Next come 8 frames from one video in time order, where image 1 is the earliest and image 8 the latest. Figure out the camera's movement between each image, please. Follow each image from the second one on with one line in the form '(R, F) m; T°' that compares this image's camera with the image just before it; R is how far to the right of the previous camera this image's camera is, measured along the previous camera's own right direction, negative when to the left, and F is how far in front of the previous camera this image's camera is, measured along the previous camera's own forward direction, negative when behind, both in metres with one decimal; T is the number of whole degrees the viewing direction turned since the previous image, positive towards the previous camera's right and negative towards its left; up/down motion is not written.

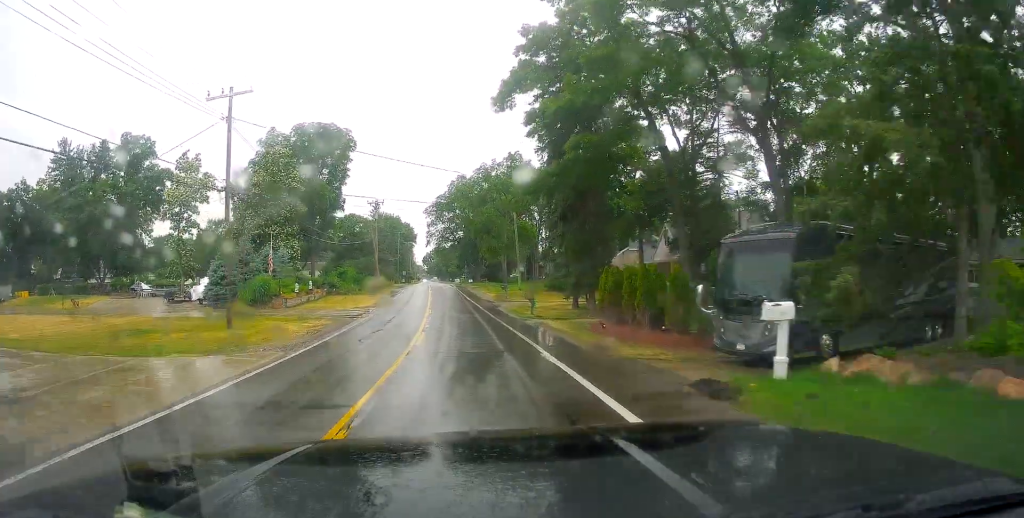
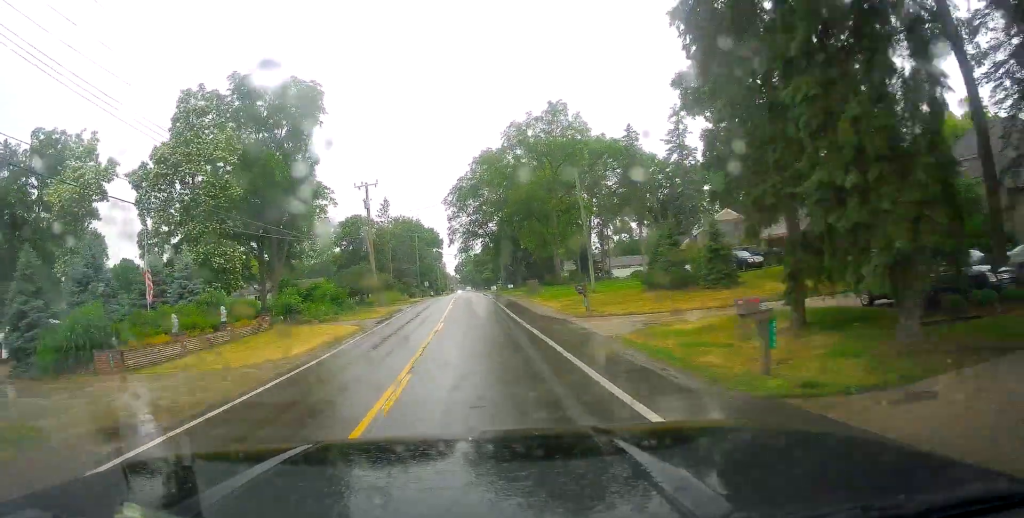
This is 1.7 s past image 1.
(-2.2, +24.4) m; -7°
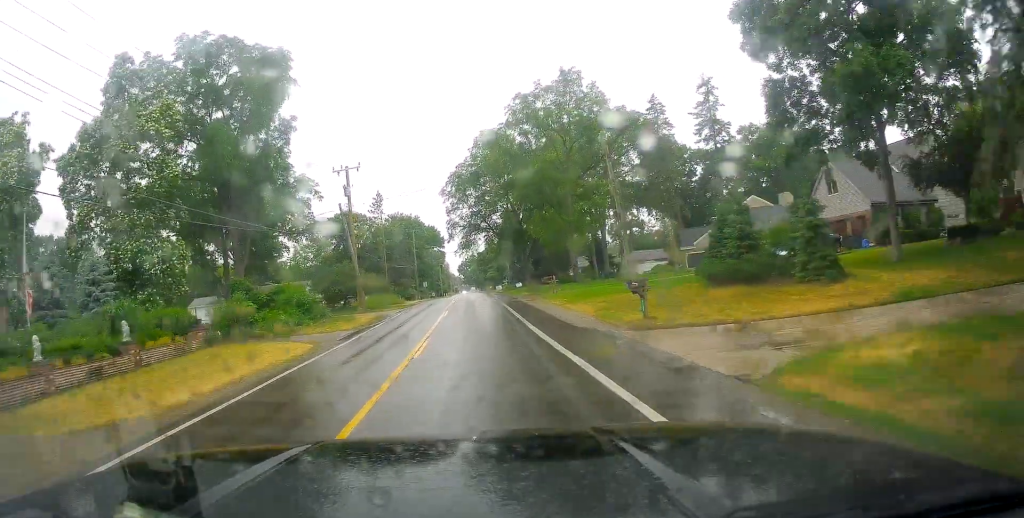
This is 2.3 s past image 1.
(+0.3, +9.0) m; 0°
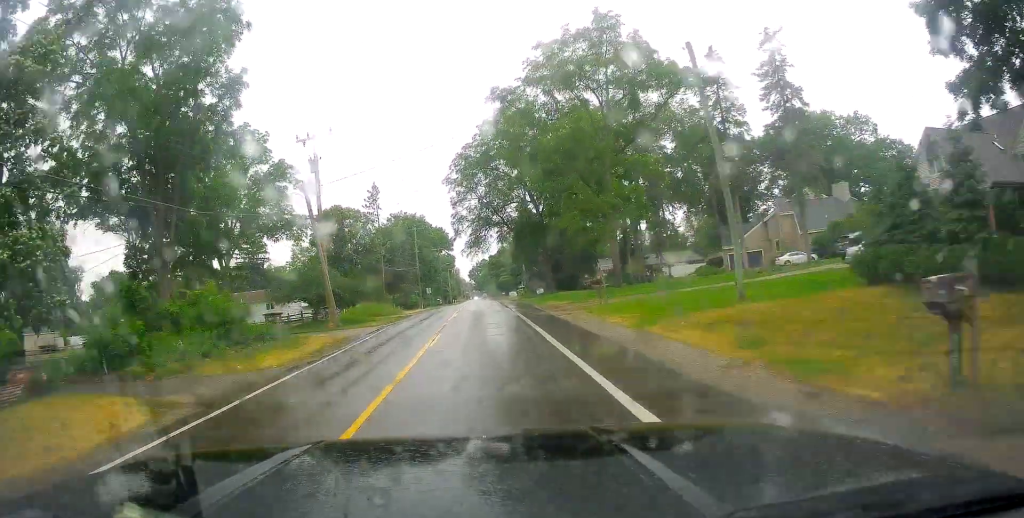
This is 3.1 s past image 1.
(+0.4, +12.2) m; 0°
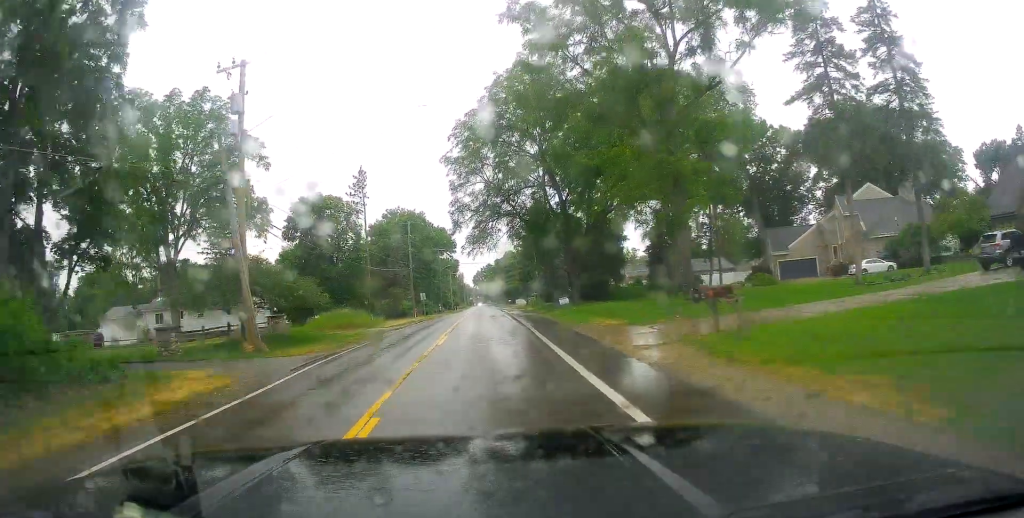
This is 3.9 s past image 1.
(-0.4, +13.0) m; -2°
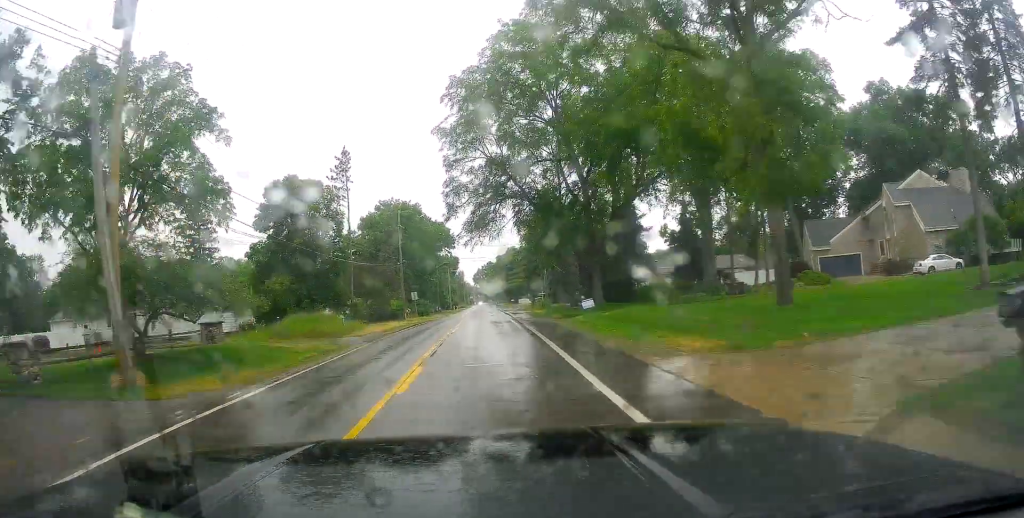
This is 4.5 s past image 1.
(0.0, +8.9) m; -1°
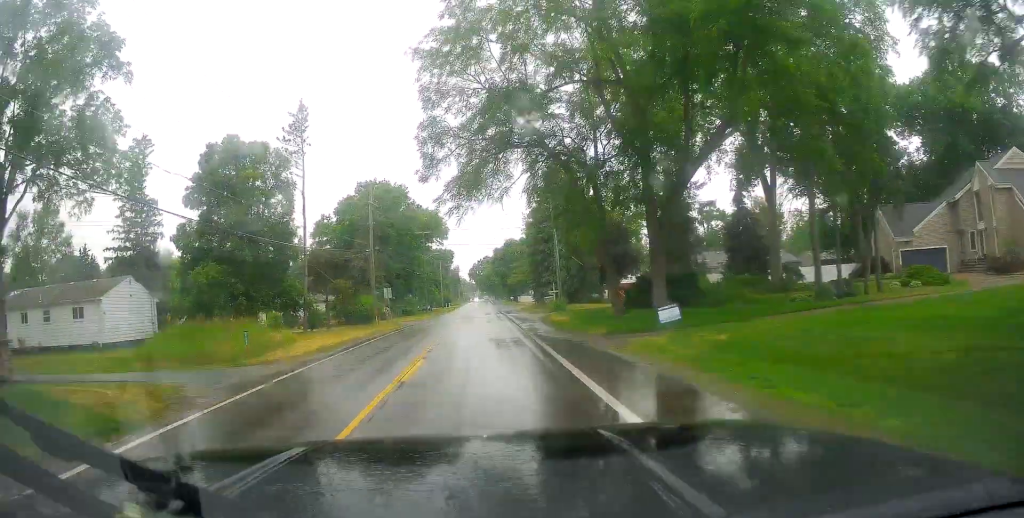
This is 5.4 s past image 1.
(-0.3, +14.0) m; +1°
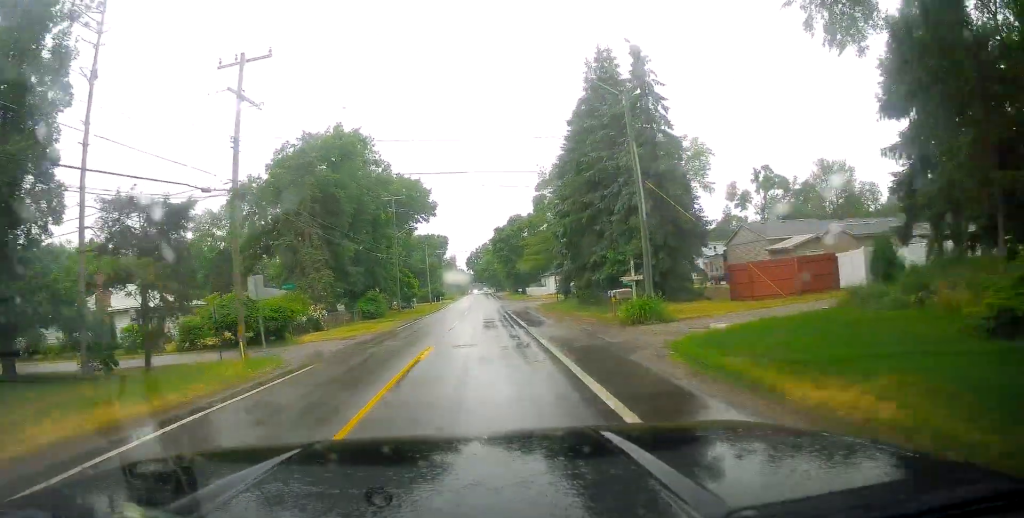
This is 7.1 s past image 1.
(+1.3, +26.8) m; +4°
